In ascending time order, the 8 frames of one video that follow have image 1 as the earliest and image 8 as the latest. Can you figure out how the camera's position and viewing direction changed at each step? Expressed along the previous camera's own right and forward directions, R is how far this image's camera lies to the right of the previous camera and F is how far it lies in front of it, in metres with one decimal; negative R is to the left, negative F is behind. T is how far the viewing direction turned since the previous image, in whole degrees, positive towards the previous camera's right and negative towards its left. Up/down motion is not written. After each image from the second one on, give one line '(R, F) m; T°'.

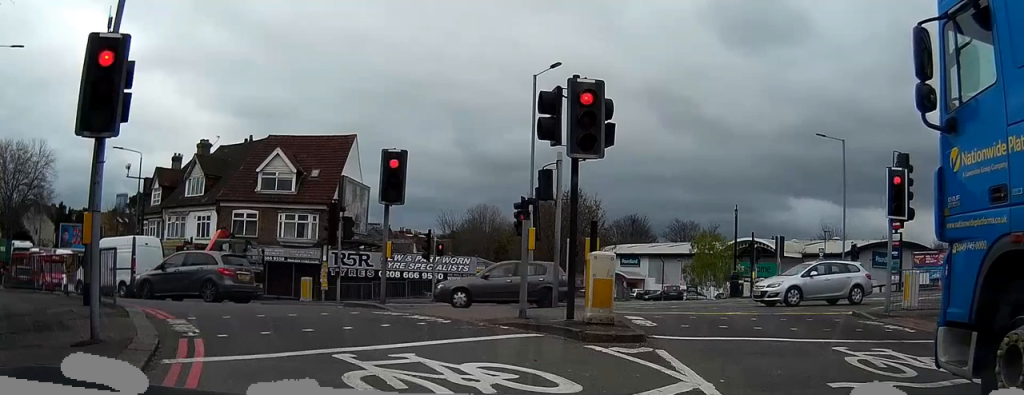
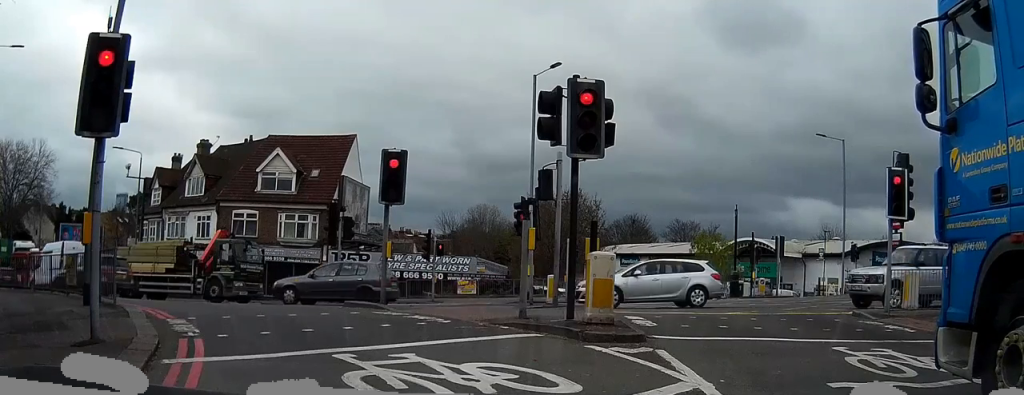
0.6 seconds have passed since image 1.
(0.0, 0.0) m; 0°
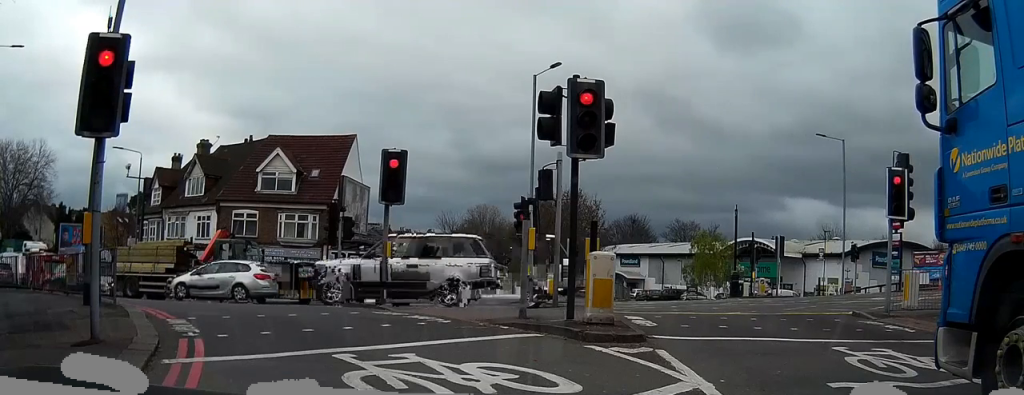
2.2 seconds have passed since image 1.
(0.0, 0.0) m; 0°
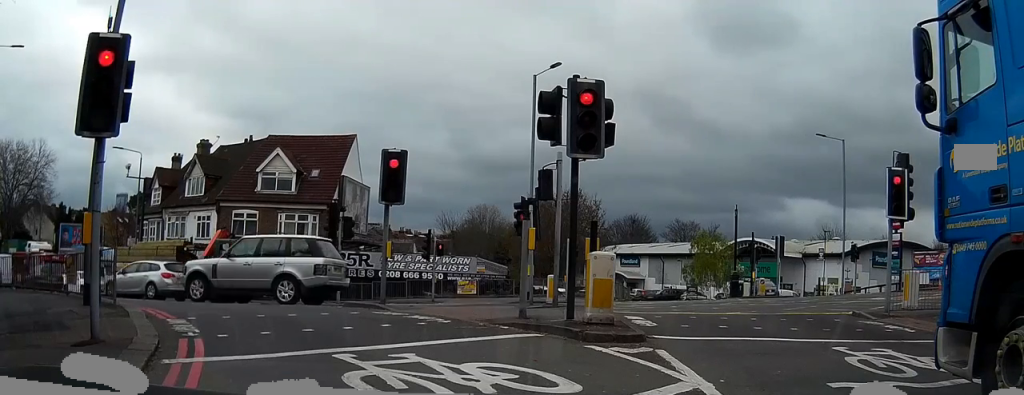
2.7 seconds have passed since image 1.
(0.0, 0.0) m; 0°
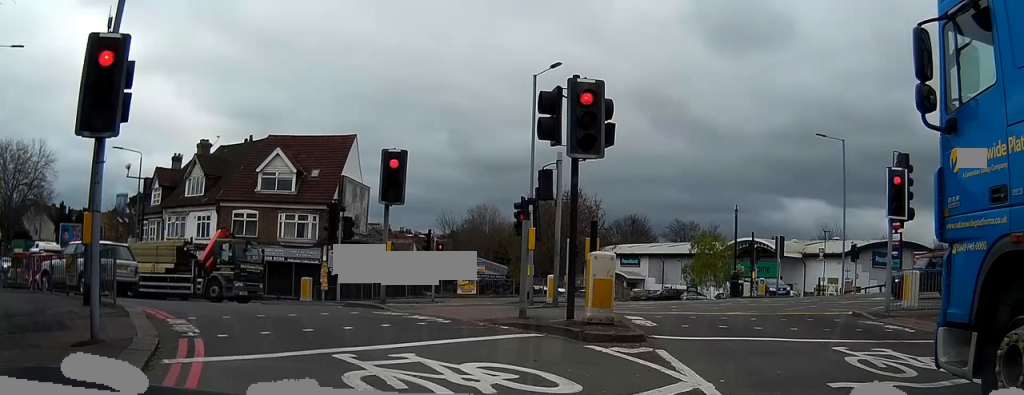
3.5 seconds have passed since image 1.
(0.0, 0.0) m; 0°
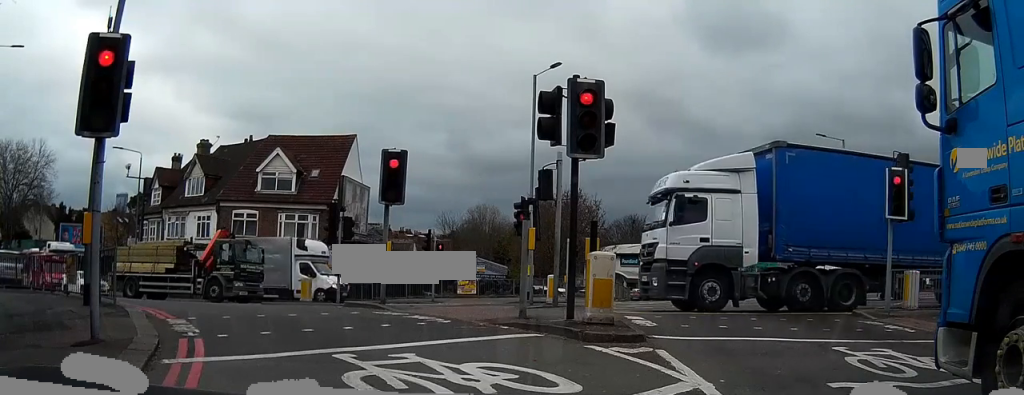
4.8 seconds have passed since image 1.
(0.0, 0.0) m; 0°
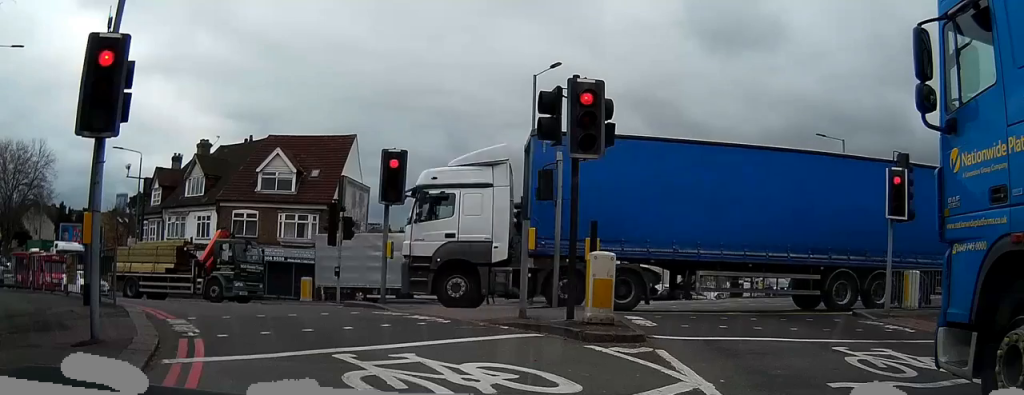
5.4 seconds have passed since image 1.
(0.0, 0.0) m; 0°
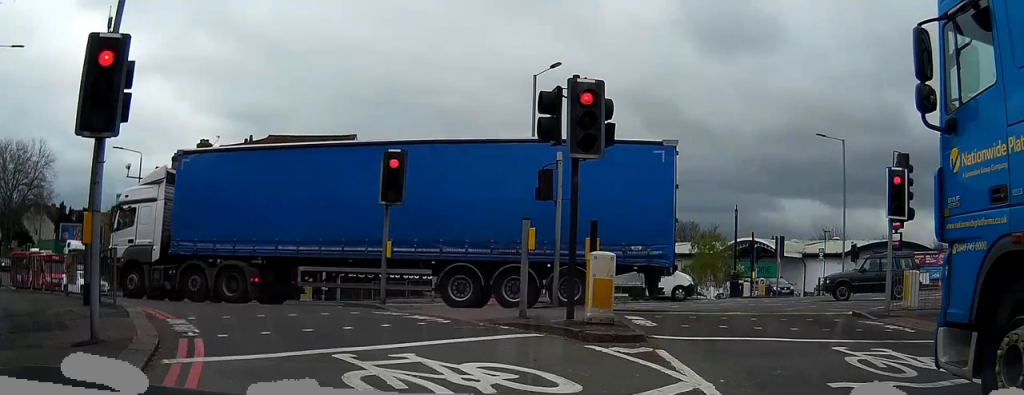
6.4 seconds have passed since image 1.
(0.0, 0.0) m; 0°
